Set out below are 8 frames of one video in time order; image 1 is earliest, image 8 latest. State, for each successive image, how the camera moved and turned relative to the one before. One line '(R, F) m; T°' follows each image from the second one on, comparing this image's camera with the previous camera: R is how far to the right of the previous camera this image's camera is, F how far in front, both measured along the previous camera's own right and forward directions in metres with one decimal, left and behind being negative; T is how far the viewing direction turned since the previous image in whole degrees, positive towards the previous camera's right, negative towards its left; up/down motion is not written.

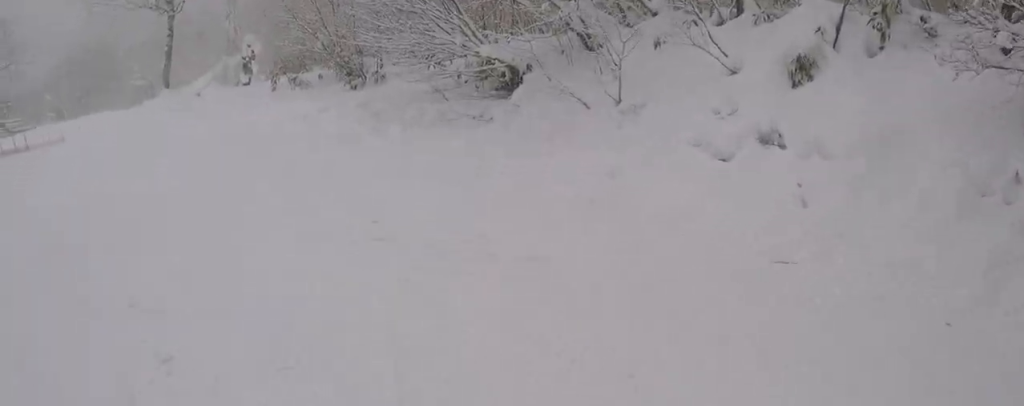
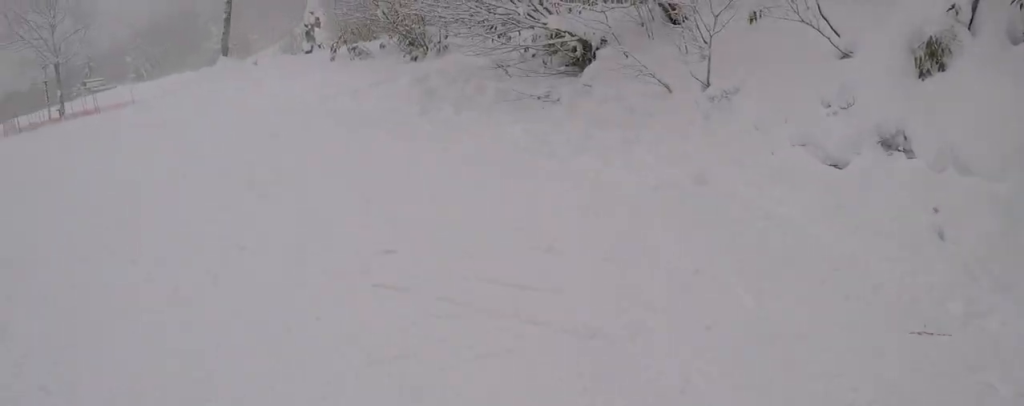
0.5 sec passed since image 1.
(-0.2, +1.3) m; -14°
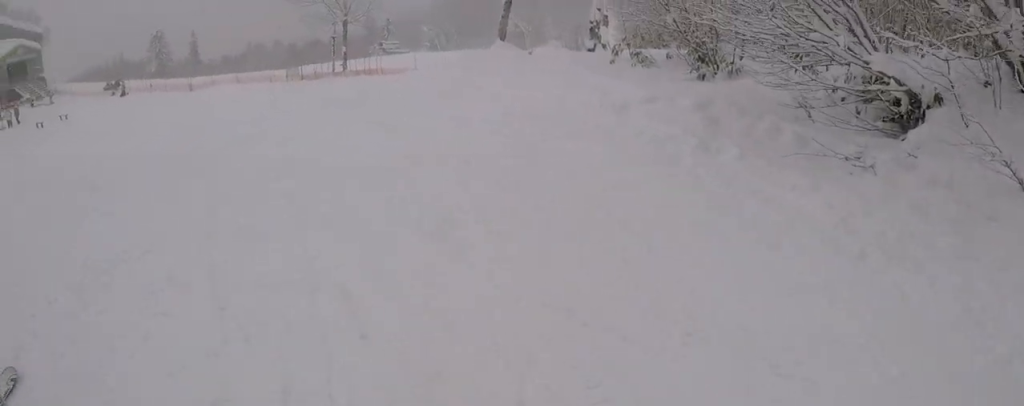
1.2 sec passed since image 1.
(-0.4, +2.0) m; -14°
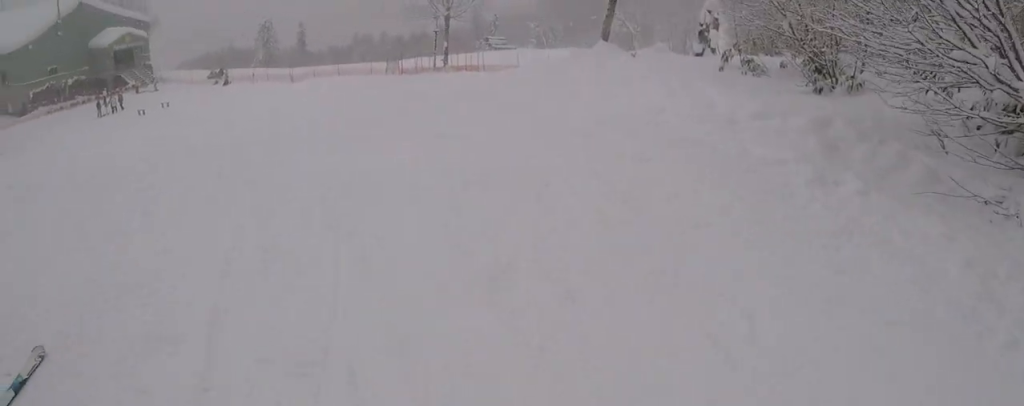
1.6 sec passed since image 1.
(-0.1, +1.1) m; -6°
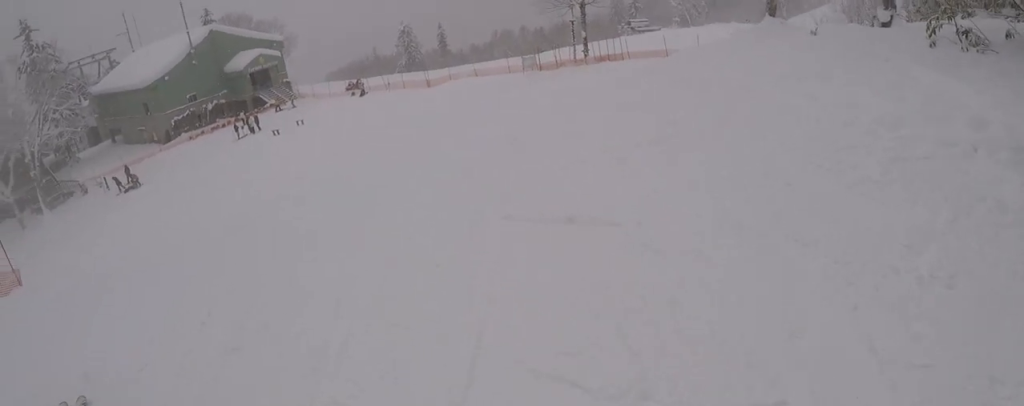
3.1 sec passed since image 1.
(-0.7, +3.9) m; -26°
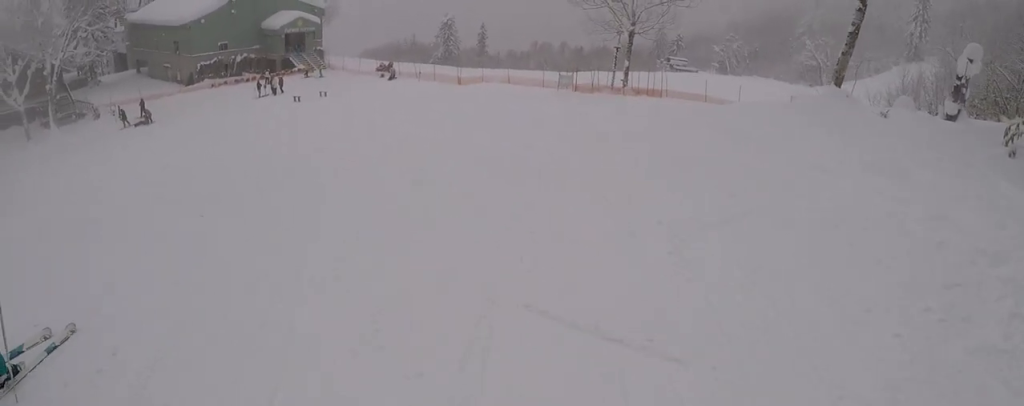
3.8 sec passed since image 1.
(-0.2, +1.7) m; -7°
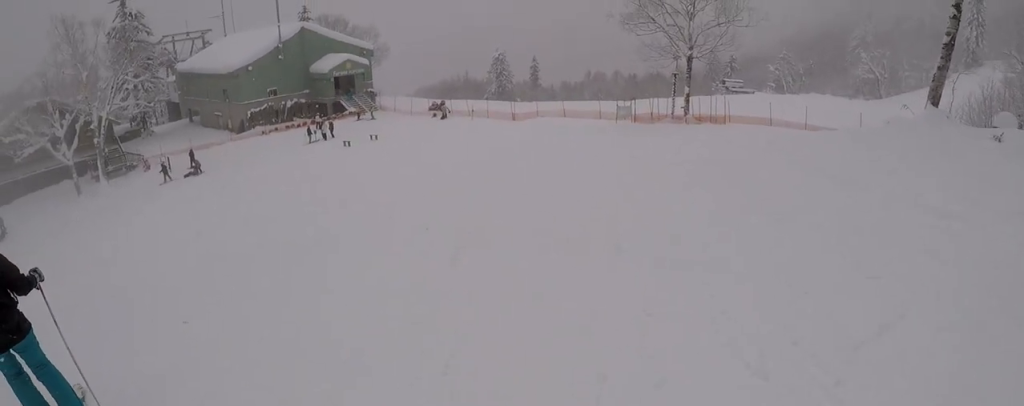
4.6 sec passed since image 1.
(-0.2, +2.4) m; -10°
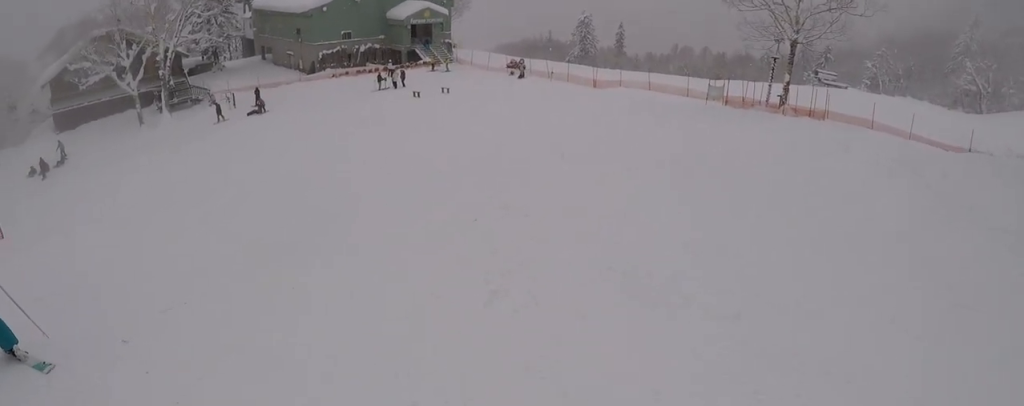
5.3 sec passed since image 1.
(+0.2, +2.4) m; -15°
